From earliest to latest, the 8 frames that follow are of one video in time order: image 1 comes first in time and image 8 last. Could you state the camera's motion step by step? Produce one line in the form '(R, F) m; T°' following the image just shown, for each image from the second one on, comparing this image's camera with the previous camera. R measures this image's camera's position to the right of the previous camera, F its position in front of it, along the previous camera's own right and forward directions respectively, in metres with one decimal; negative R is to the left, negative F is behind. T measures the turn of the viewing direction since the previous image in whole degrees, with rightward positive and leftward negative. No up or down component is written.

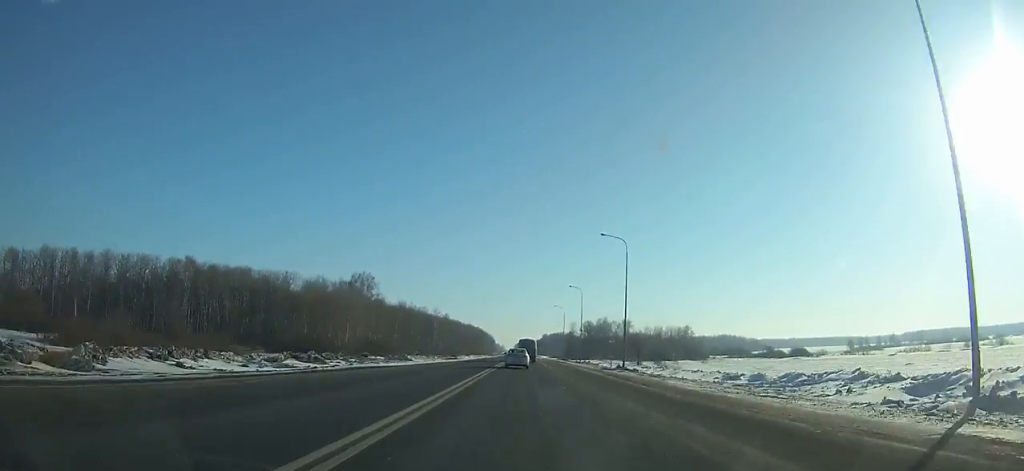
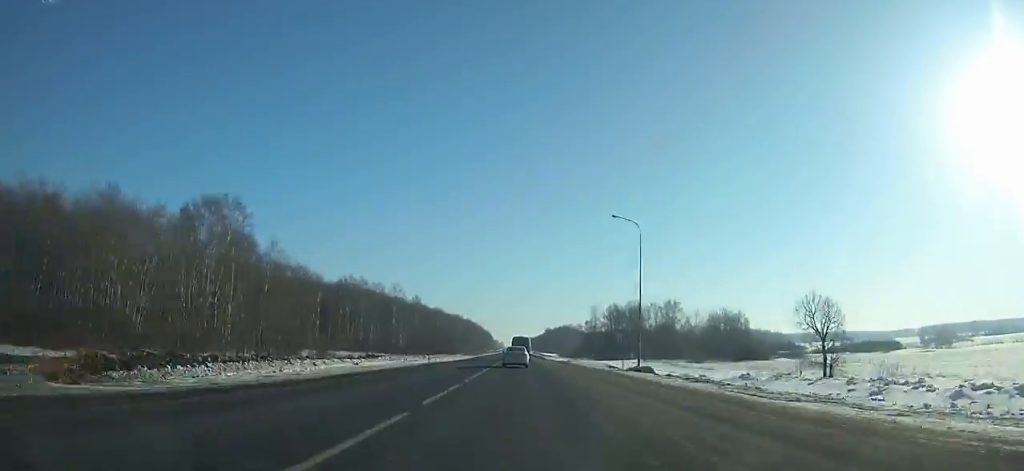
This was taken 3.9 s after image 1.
(-0.2, +86.1) m; 0°
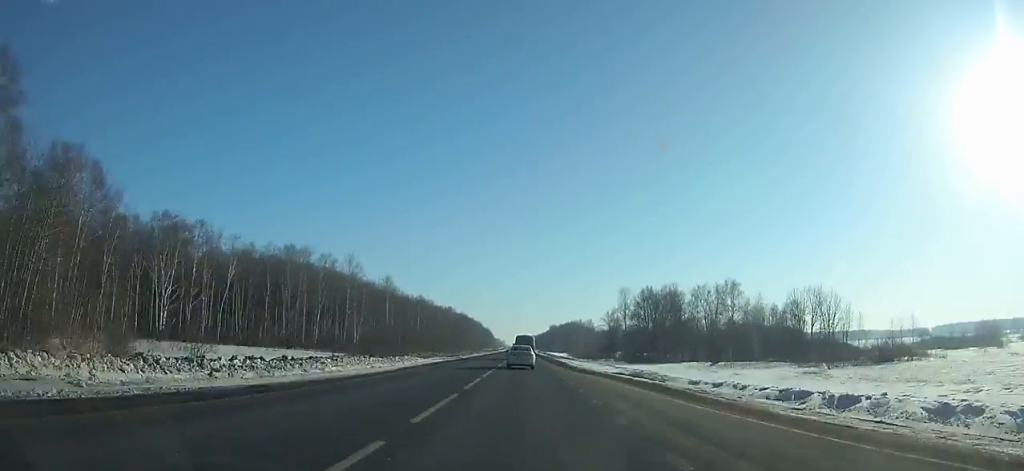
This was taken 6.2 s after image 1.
(0.0, +51.3) m; 0°
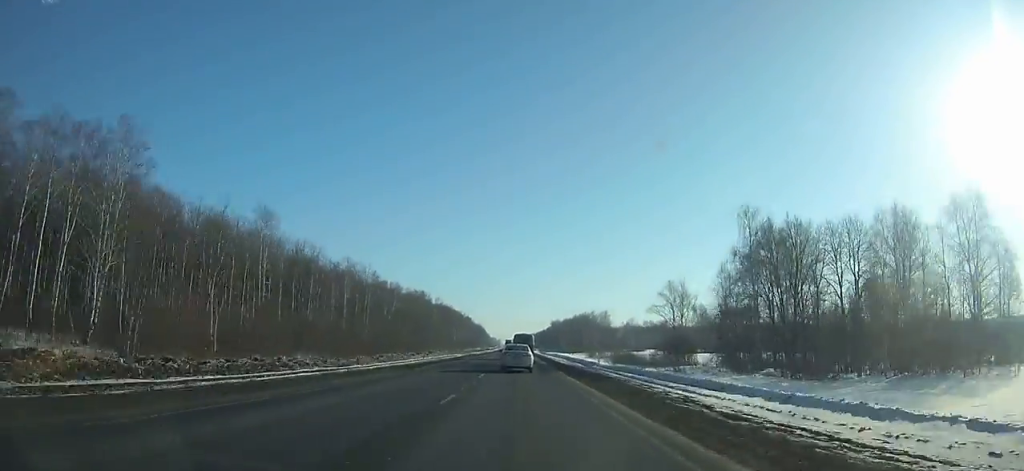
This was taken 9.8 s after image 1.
(+0.2, +80.5) m; 0°
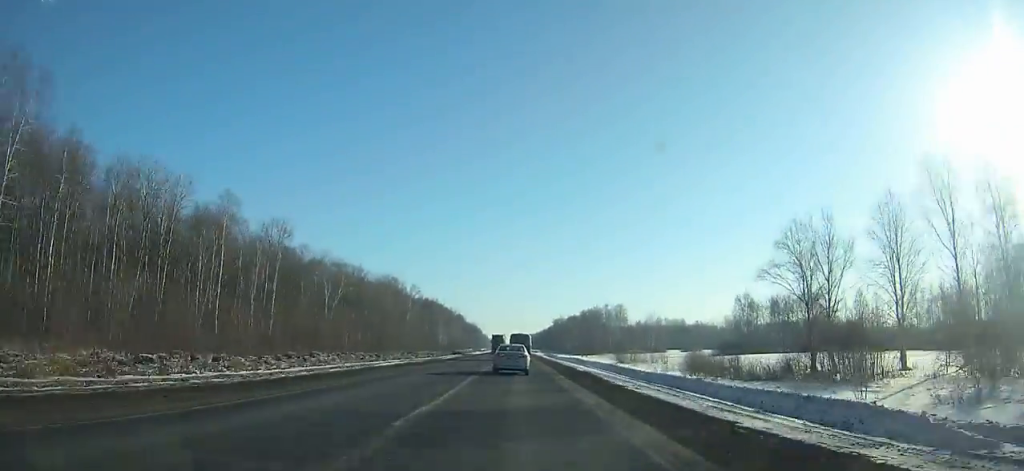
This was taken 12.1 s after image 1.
(0.0, +51.2) m; 0°
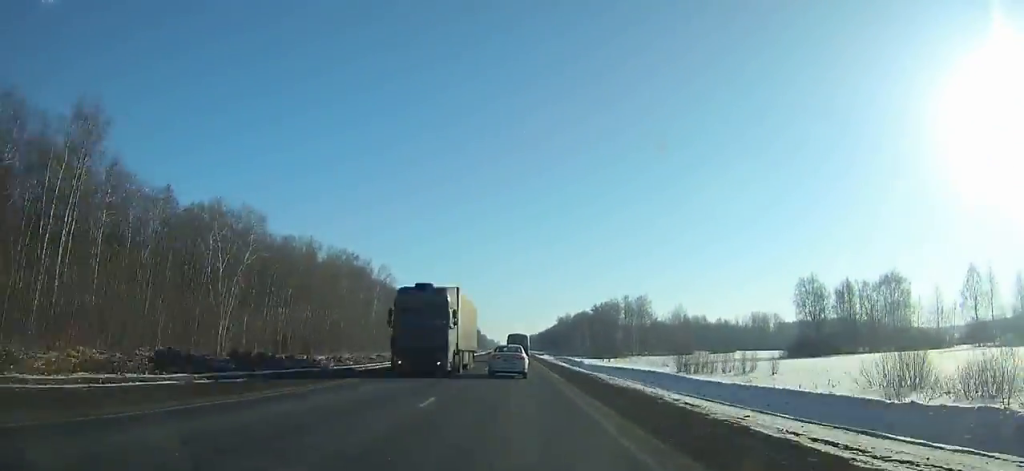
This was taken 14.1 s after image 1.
(0.0, +44.5) m; 0°
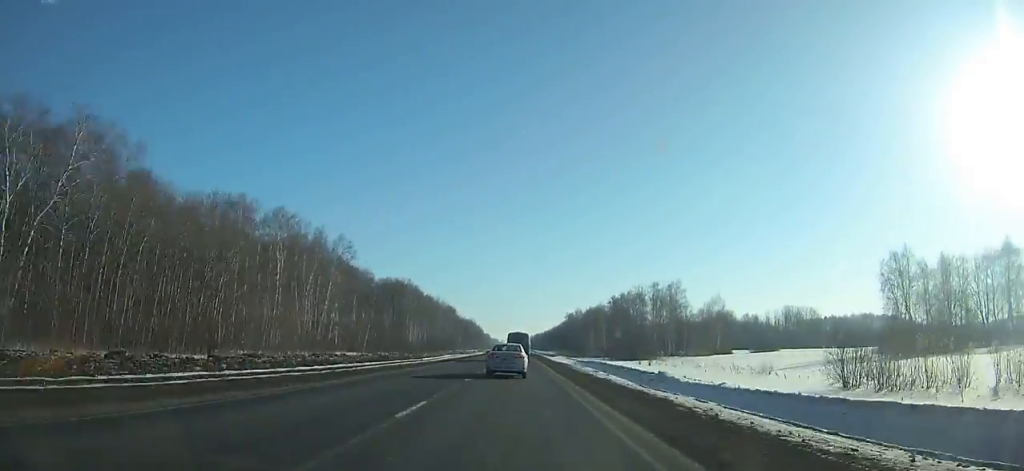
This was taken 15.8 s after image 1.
(-0.2, +37.8) m; 0°
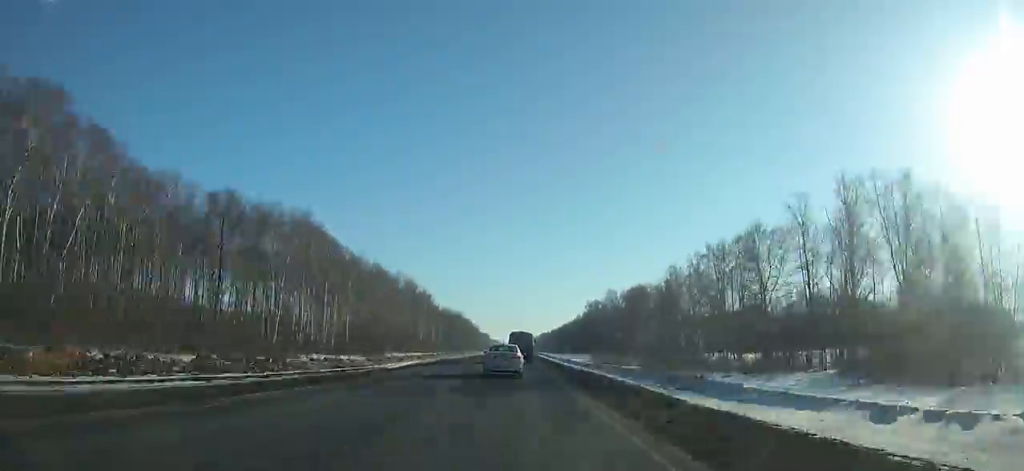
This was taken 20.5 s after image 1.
(-0.2, +105.7) m; 0°
